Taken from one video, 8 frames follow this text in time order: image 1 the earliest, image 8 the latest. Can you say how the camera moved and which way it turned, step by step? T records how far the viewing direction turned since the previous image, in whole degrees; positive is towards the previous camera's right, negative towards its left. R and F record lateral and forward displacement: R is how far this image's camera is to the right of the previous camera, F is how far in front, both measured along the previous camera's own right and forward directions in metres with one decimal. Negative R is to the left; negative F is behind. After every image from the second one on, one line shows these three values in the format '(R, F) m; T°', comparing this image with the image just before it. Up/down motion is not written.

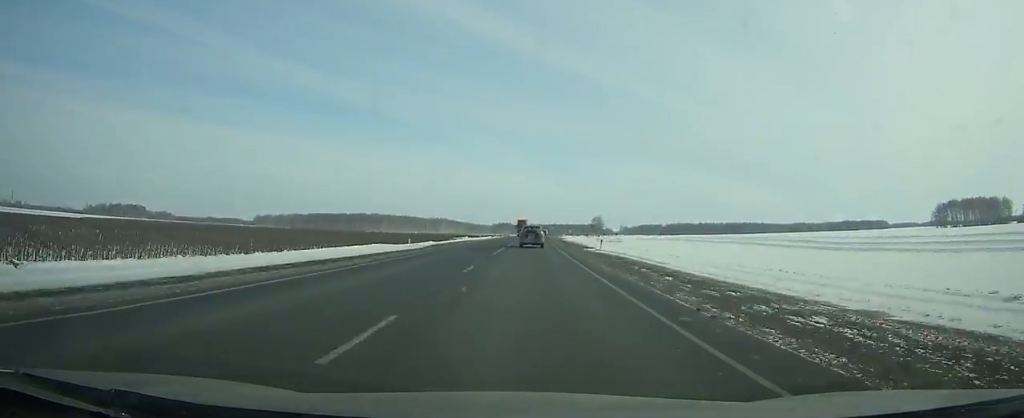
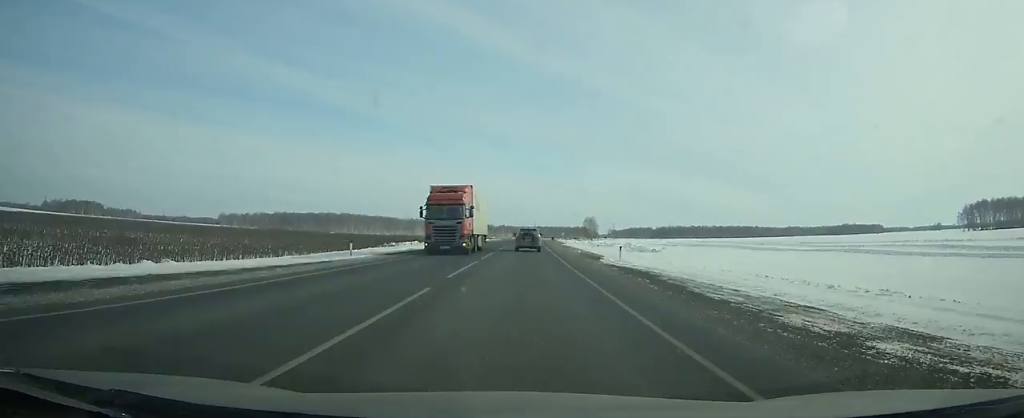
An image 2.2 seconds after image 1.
(+0.9, +60.0) m; +1°
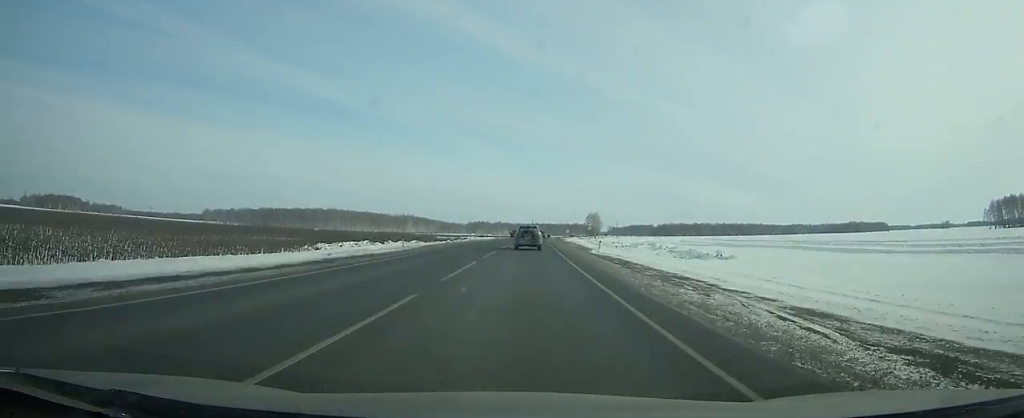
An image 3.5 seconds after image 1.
(+0.1, +35.3) m; +1°
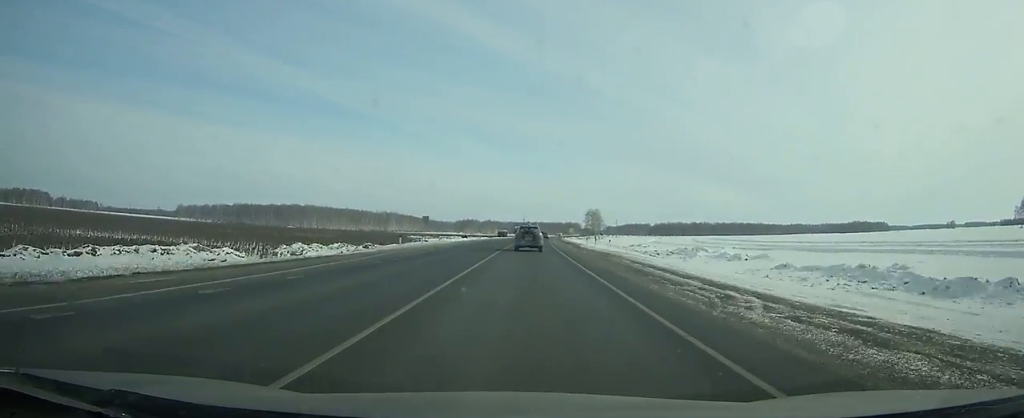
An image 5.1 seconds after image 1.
(+0.5, +43.1) m; +1°
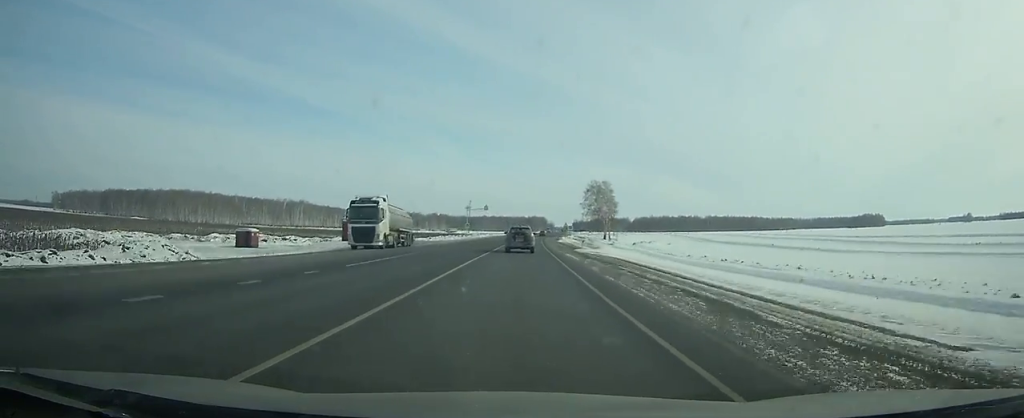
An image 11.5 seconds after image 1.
(+5.0, +167.9) m; +3°
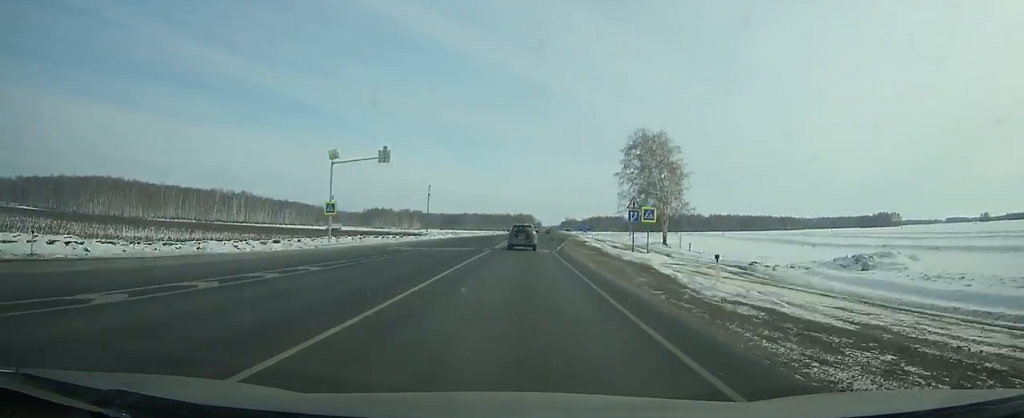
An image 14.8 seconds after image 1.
(+1.2, +83.7) m; +2°
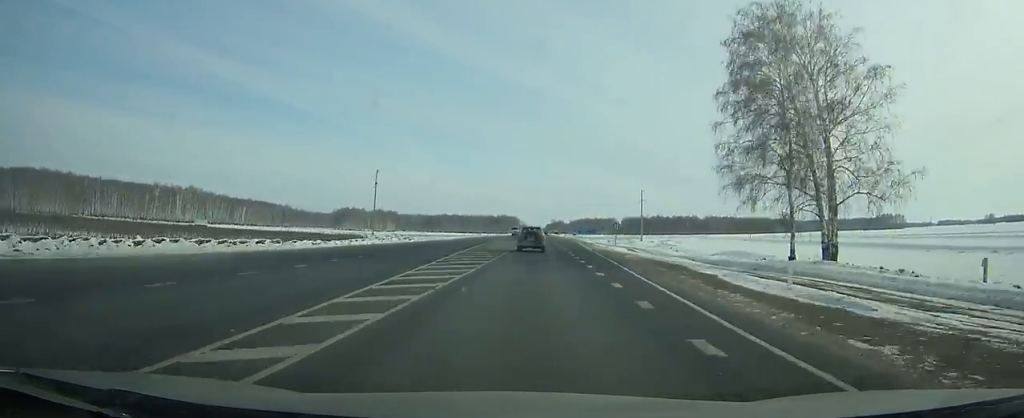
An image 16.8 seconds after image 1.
(+0.7, +50.0) m; +1°
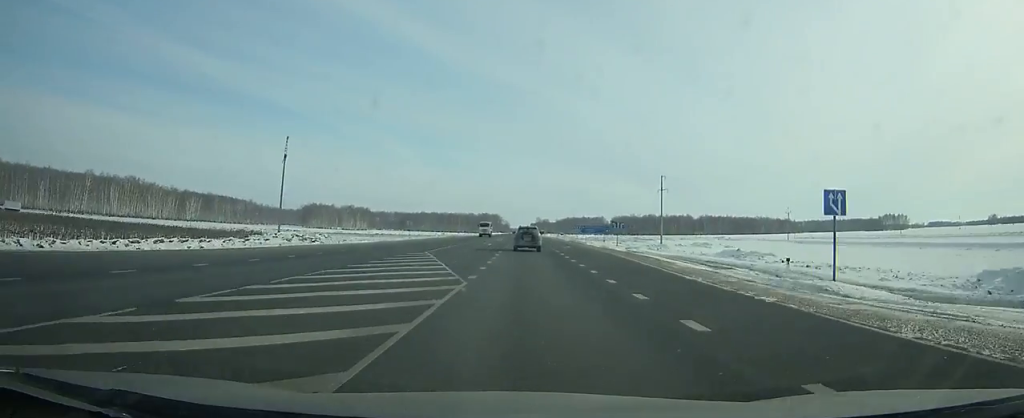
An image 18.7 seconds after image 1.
(+0.4, +47.3) m; +1°
